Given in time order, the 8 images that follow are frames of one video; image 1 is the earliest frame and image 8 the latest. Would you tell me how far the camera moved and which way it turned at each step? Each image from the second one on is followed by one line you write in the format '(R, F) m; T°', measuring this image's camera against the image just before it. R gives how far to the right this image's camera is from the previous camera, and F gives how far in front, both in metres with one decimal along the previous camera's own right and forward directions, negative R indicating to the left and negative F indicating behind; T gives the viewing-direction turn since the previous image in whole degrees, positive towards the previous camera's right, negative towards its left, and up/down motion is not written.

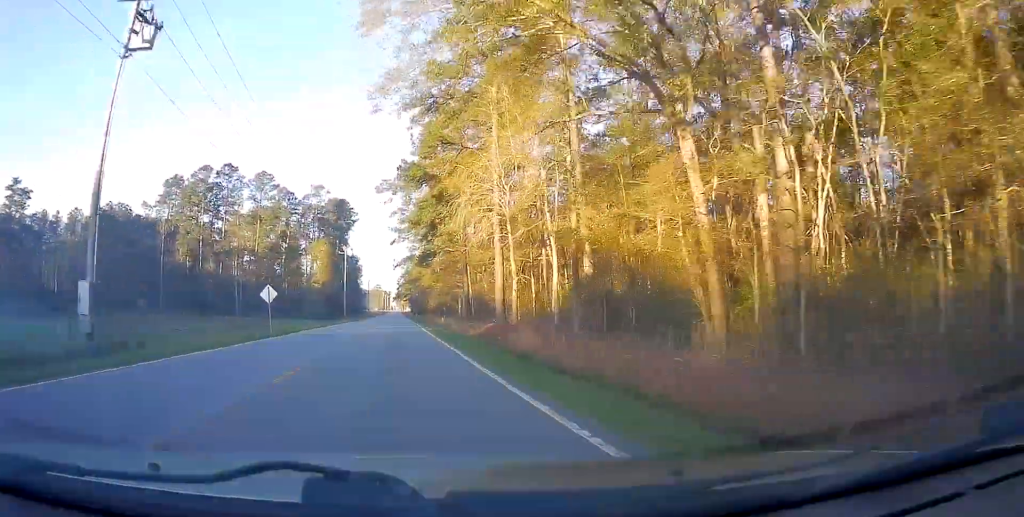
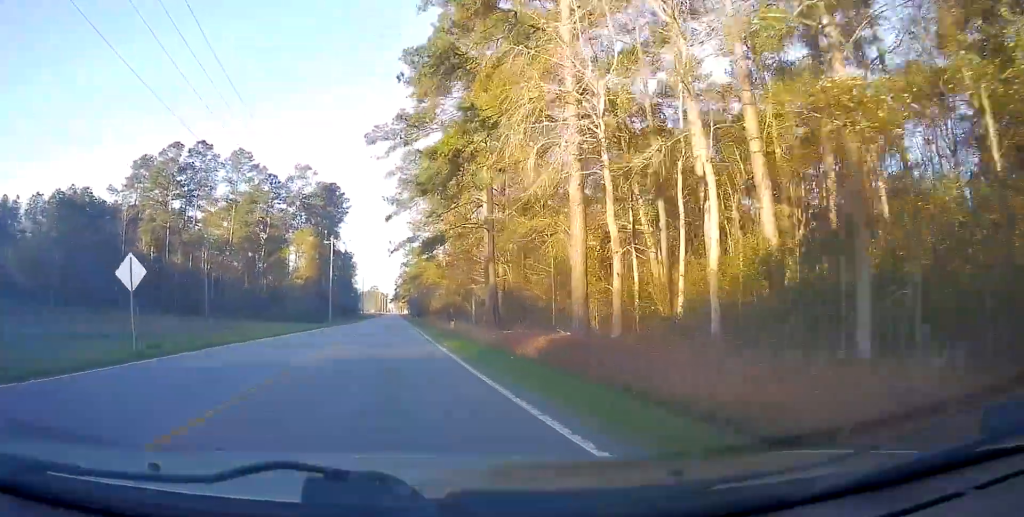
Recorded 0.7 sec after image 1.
(-0.1, +18.3) m; 0°
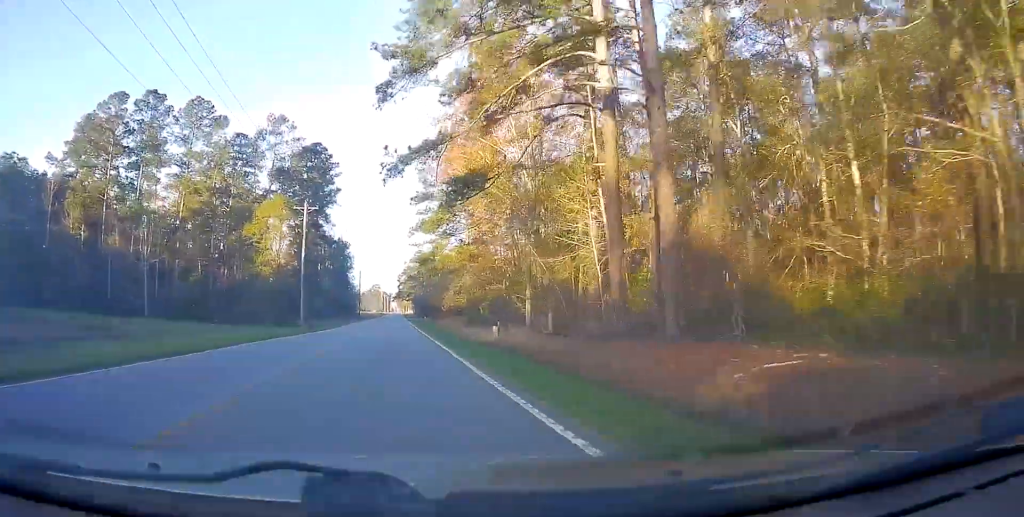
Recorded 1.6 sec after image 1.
(0.0, +27.2) m; 0°
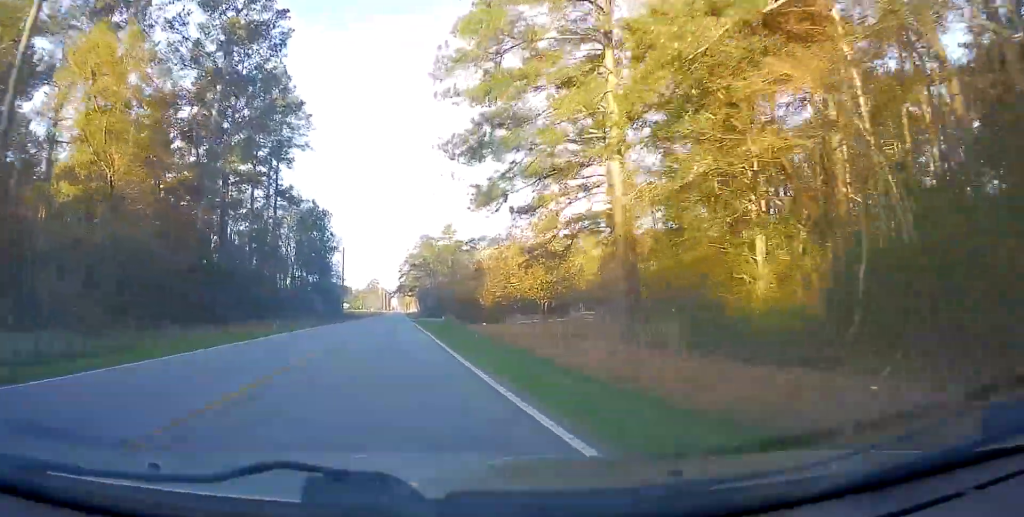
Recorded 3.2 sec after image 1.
(-0.4, +45.0) m; -1°
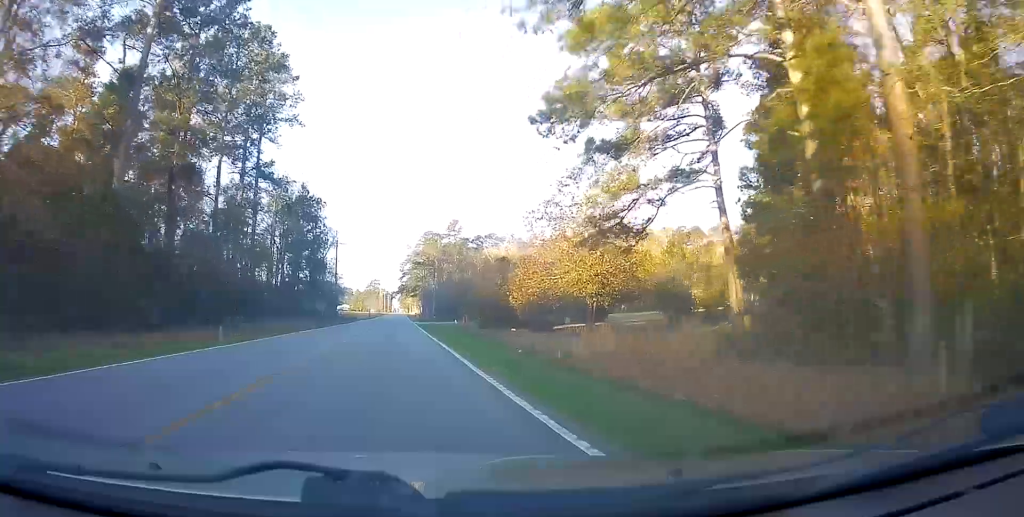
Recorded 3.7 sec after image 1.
(+0.1, +12.9) m; 0°
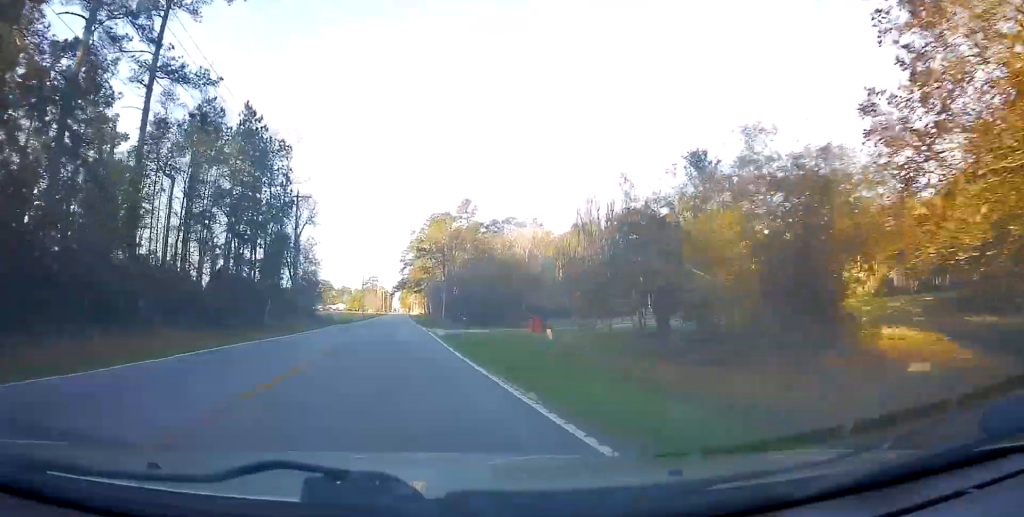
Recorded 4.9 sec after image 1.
(+0.2, +33.0) m; 0°
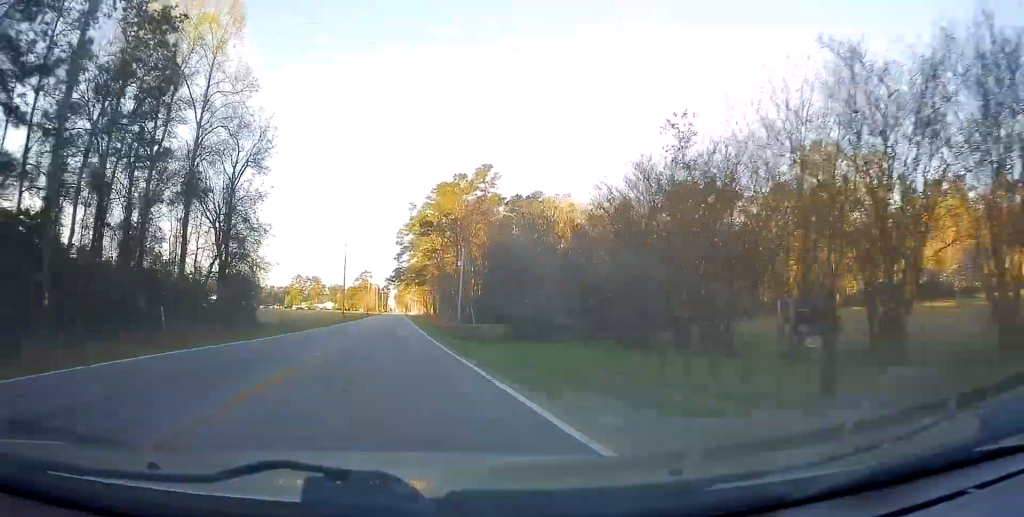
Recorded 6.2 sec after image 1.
(-0.6, +36.1) m; -2°
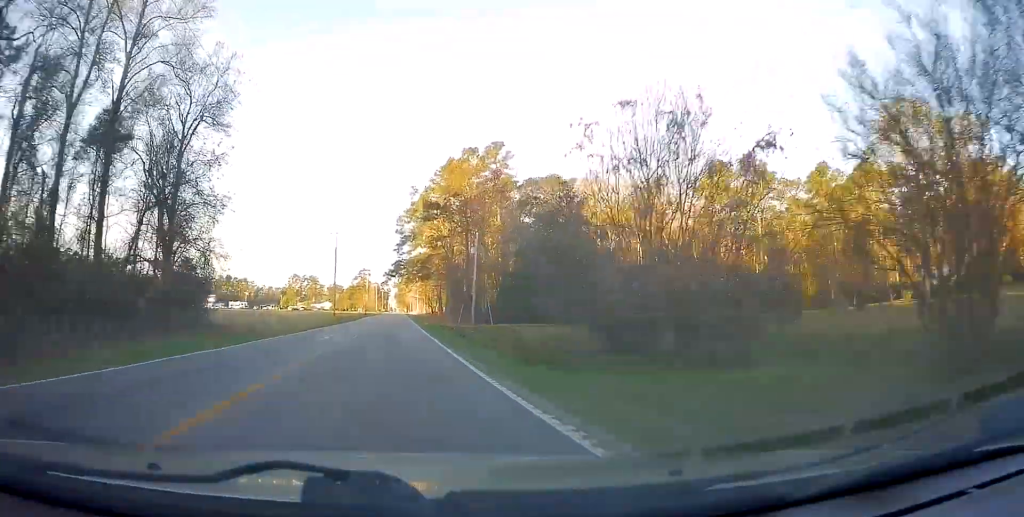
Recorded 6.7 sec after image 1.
(-0.3, +14.5) m; +1°
